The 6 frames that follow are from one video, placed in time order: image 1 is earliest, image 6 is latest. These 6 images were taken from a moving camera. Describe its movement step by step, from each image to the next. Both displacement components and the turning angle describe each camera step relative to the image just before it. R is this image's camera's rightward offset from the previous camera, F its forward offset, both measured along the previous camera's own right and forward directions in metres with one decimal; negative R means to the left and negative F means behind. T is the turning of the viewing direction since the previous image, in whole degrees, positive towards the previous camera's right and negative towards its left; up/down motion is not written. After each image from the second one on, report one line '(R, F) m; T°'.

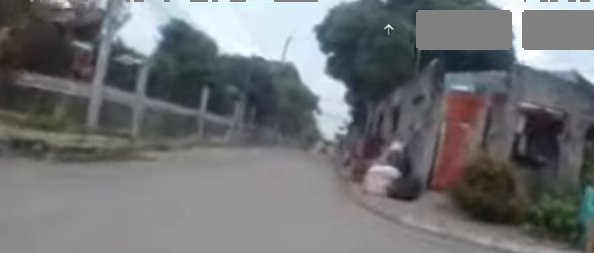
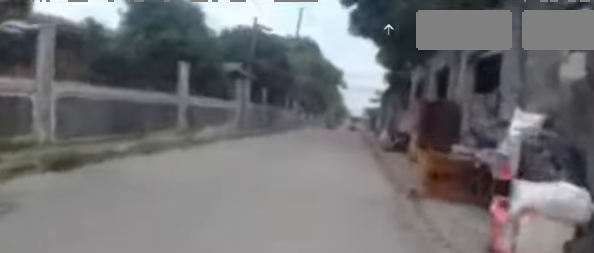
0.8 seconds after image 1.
(0.0, +4.5) m; -4°
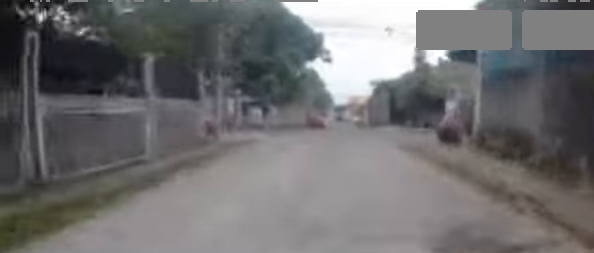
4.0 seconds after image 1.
(-1.9, +19.2) m; -9°
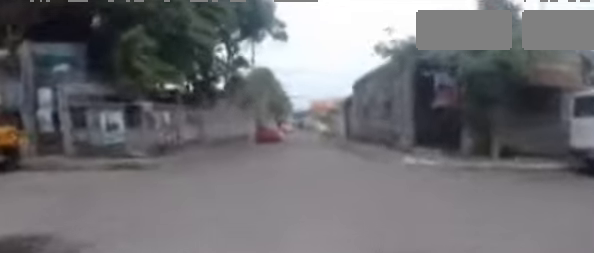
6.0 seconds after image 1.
(+0.7, +11.5) m; +3°
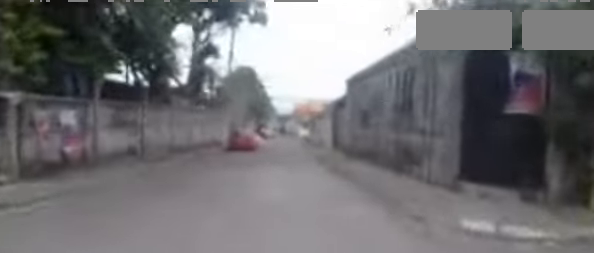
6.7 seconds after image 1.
(-0.5, +4.1) m; -3°
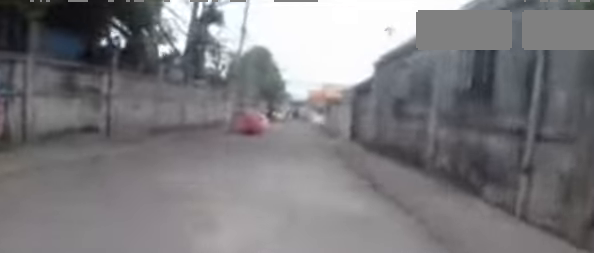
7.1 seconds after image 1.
(+0.2, +2.6) m; +2°
